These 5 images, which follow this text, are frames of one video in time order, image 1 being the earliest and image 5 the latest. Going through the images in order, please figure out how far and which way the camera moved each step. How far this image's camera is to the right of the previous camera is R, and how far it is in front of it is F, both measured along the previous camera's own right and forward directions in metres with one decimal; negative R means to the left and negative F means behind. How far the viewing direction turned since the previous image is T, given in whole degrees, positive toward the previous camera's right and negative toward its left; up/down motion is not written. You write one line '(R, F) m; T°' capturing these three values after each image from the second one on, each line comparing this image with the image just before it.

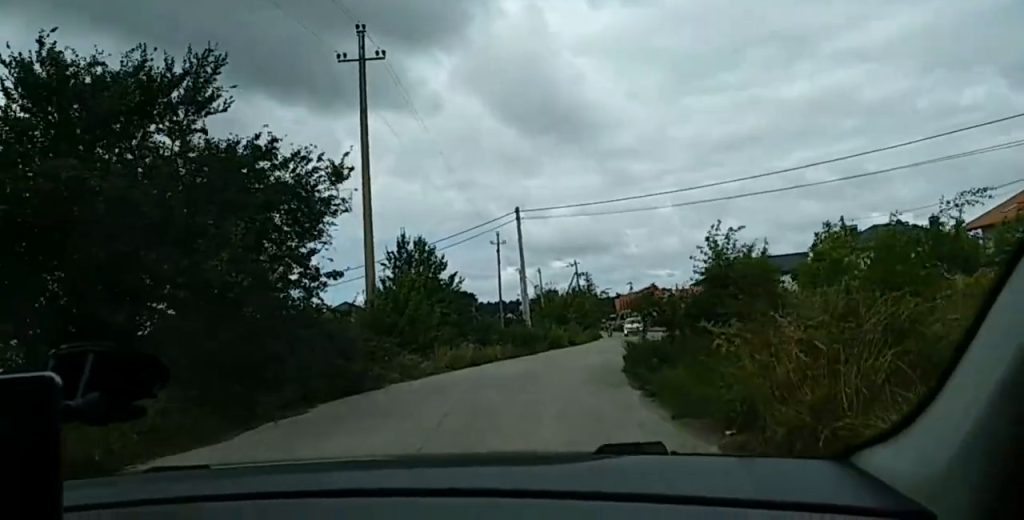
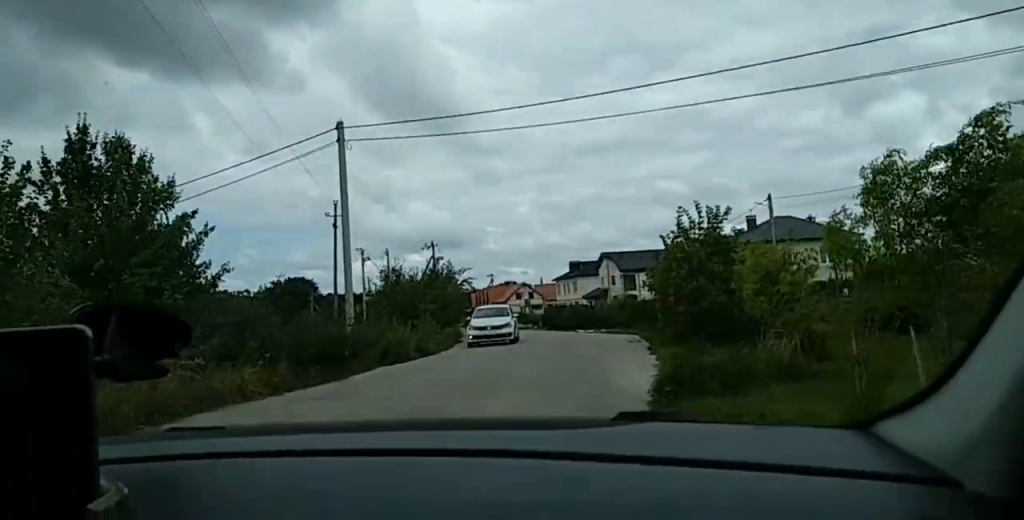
(+0.8, +16.2) m; +8°
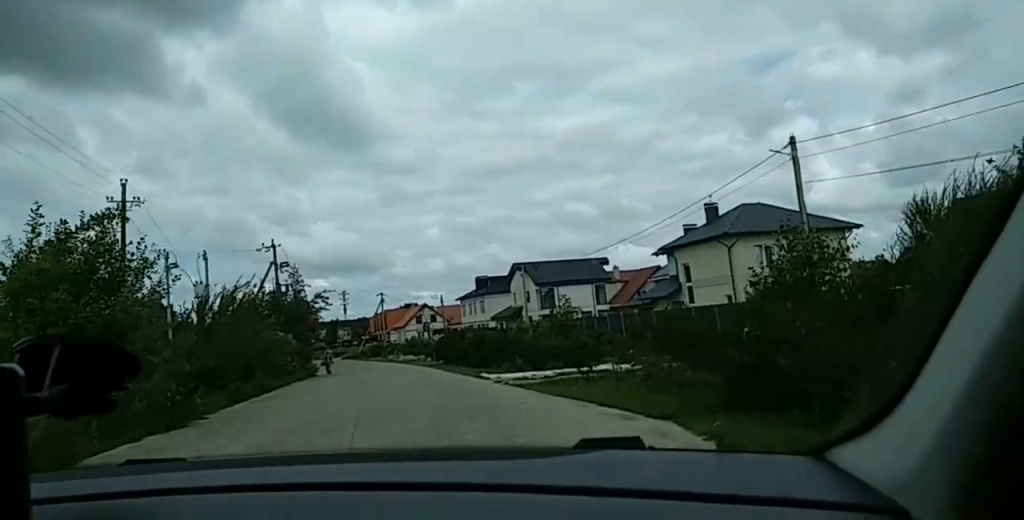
(+3.7, +20.0) m; +14°
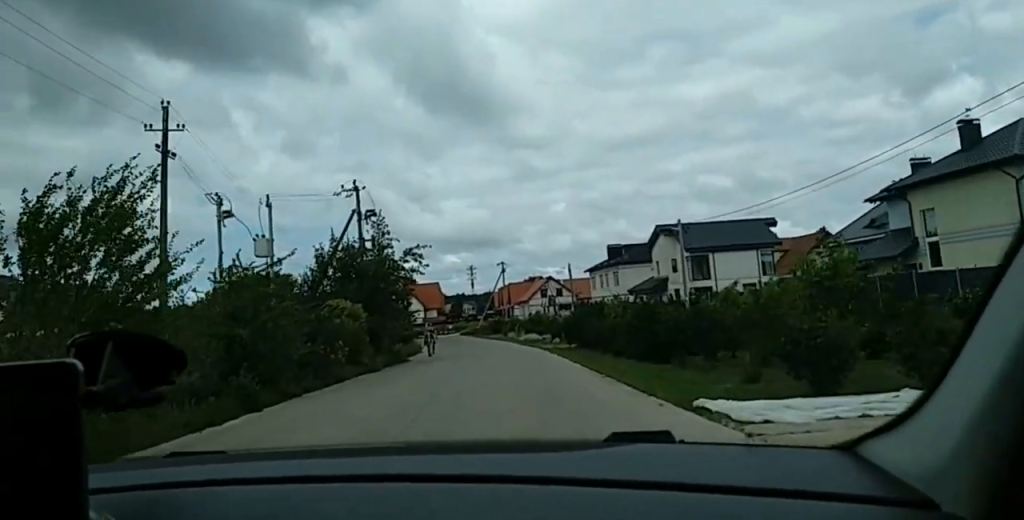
(-1.1, +14.9) m; -6°
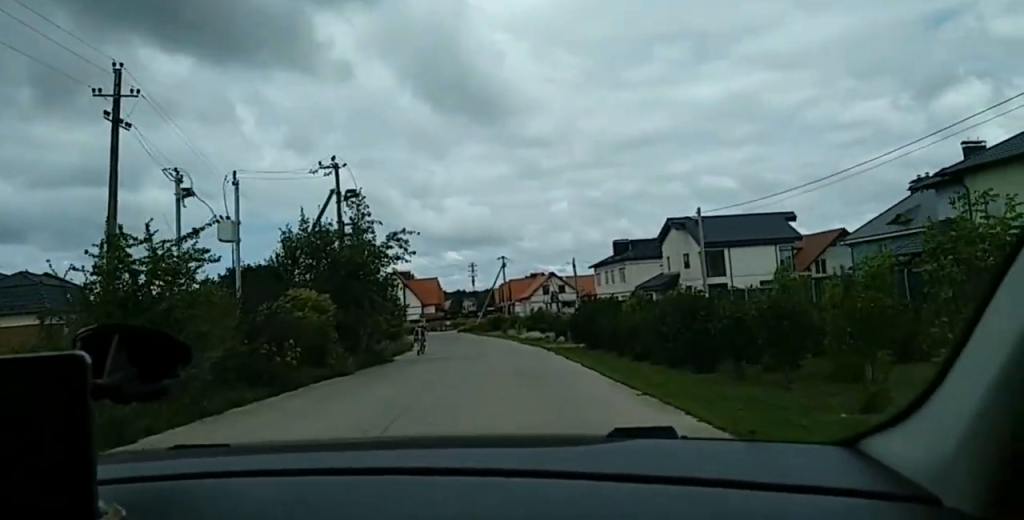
(0.0, +4.7) m; 0°
